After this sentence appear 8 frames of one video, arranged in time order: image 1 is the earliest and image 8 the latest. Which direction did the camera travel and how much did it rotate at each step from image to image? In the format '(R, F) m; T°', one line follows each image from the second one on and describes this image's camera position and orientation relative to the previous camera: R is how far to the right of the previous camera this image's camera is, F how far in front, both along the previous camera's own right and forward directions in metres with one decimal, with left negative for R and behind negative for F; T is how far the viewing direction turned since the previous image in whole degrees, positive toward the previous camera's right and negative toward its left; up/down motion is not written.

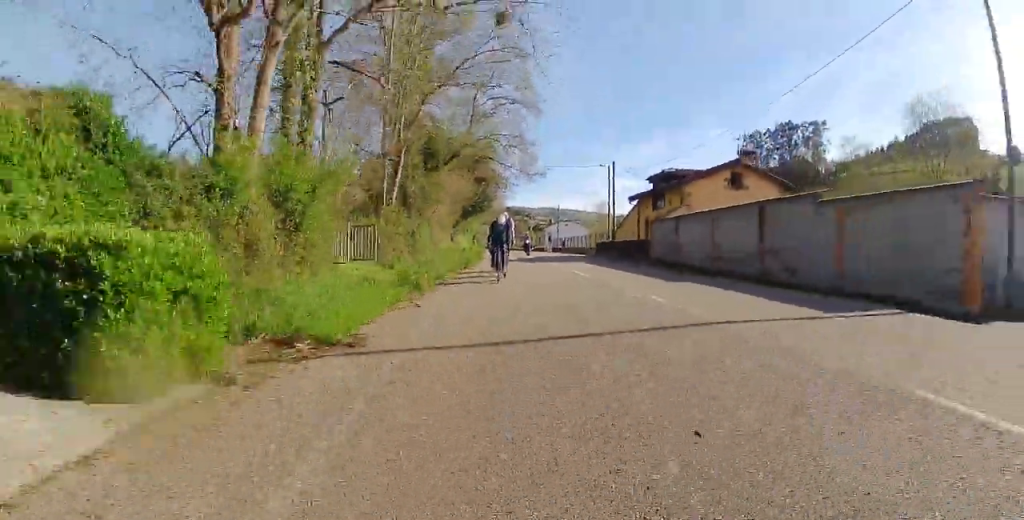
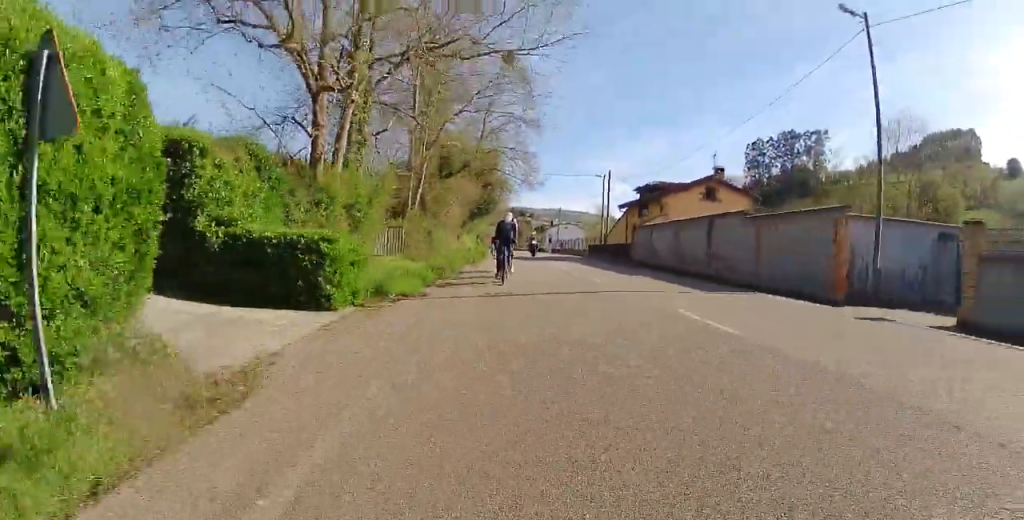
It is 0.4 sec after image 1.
(0.0, +4.8) m; 0°
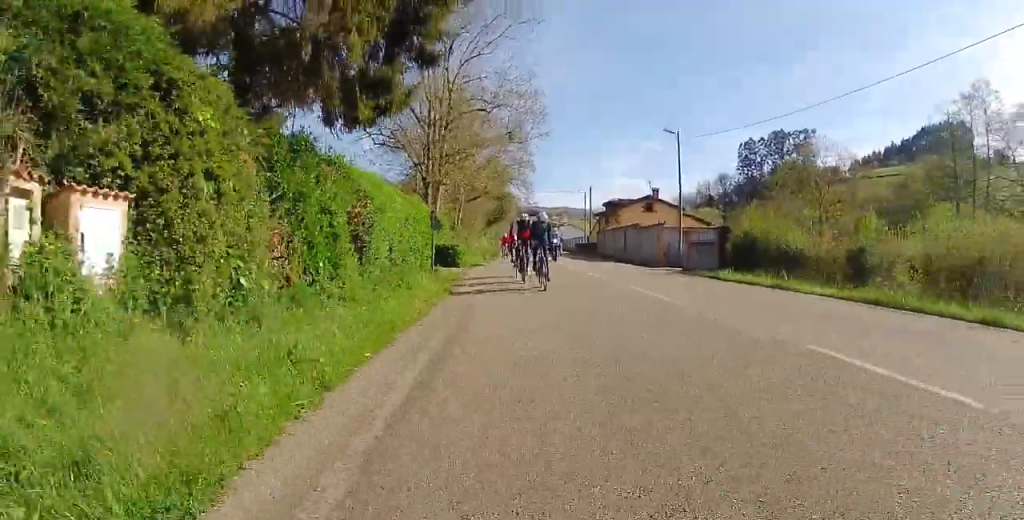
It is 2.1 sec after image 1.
(0.0, +18.6) m; 0°
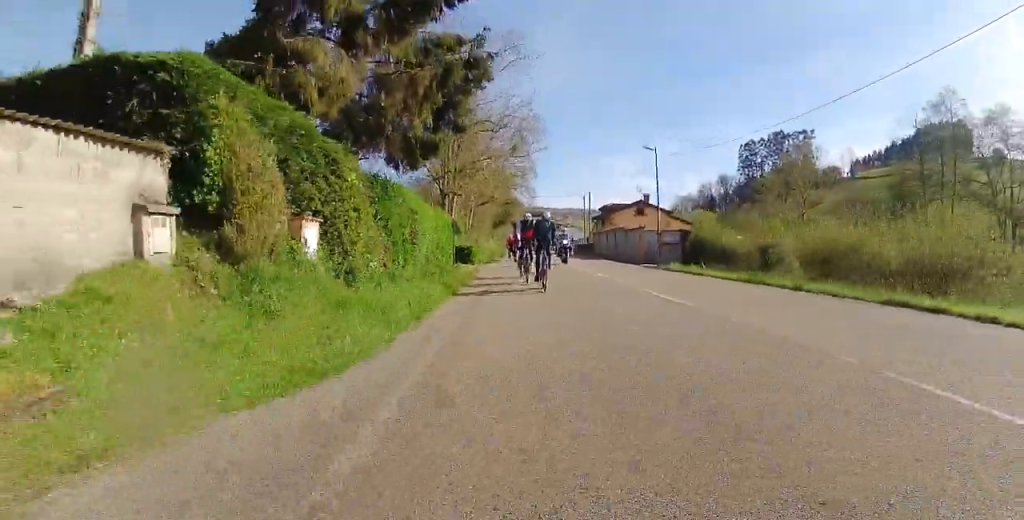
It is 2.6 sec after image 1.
(0.0, +5.9) m; 0°
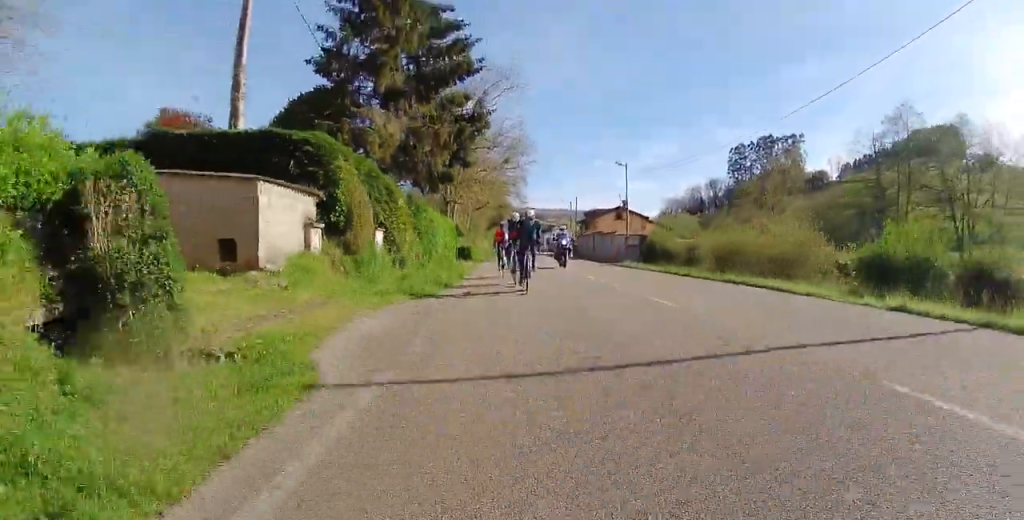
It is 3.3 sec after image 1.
(0.0, +7.5) m; 0°
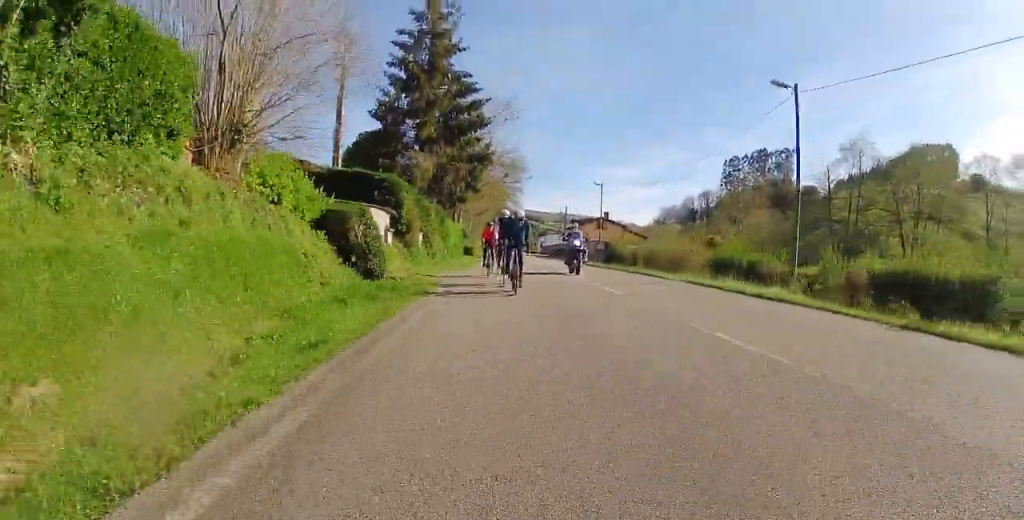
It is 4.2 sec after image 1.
(0.0, +12.8) m; 0°
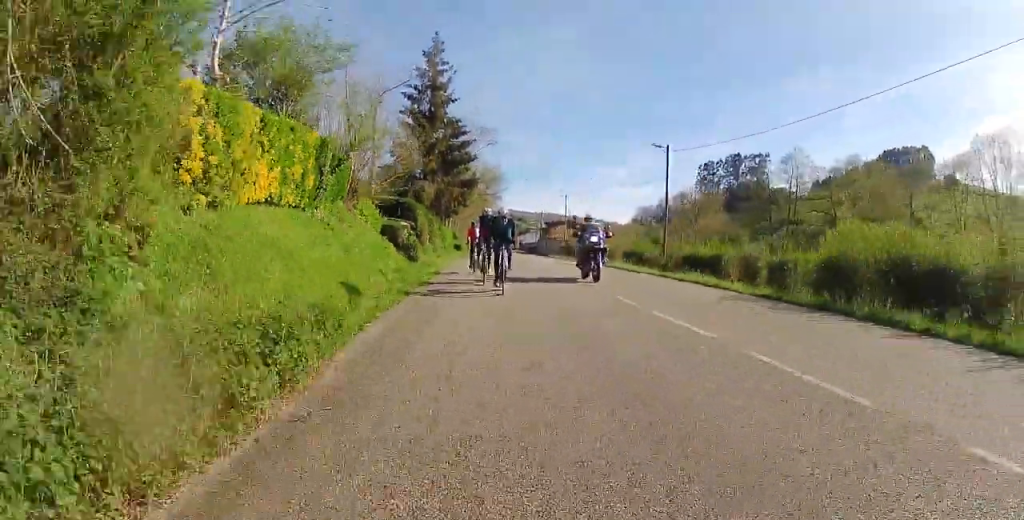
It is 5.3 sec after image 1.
(0.0, +14.2) m; 0°
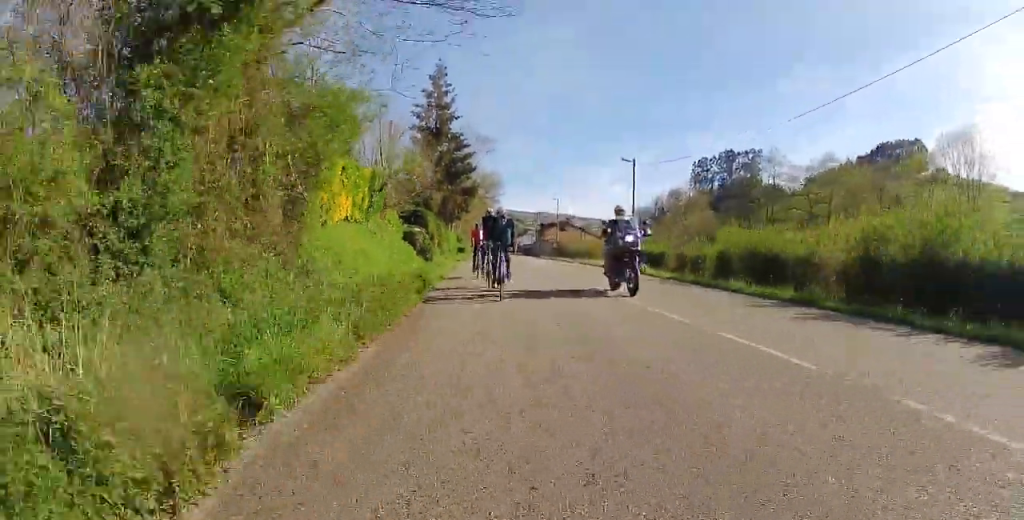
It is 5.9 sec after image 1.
(0.0, +6.7) m; 0°
